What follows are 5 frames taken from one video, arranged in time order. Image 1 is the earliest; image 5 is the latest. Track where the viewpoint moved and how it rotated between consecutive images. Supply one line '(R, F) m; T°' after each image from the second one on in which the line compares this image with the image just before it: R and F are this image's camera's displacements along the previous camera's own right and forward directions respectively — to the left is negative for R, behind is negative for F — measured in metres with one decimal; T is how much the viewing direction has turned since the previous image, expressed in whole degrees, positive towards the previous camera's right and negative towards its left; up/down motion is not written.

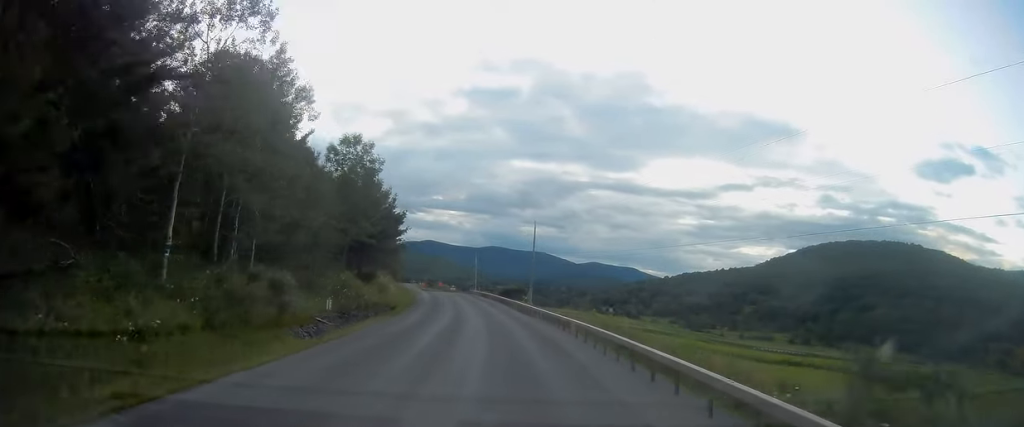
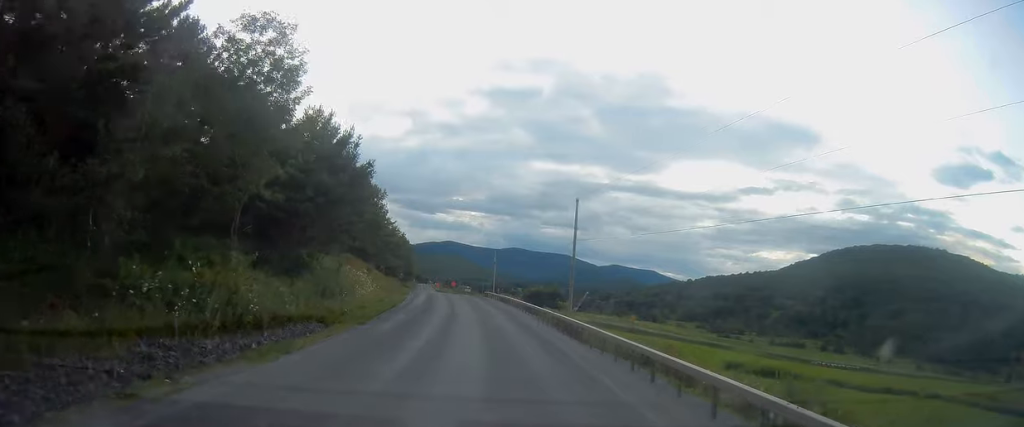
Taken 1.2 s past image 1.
(-0.7, +23.9) m; -2°
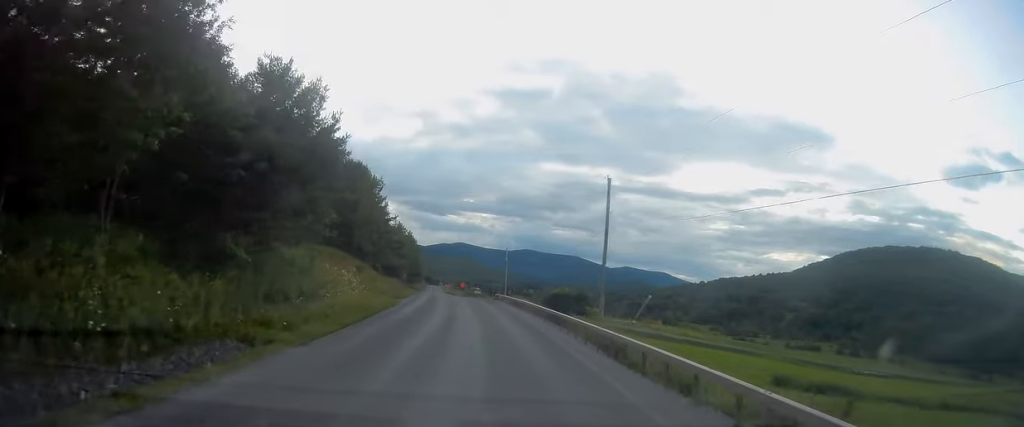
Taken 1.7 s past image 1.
(-0.1, +10.0) m; -1°
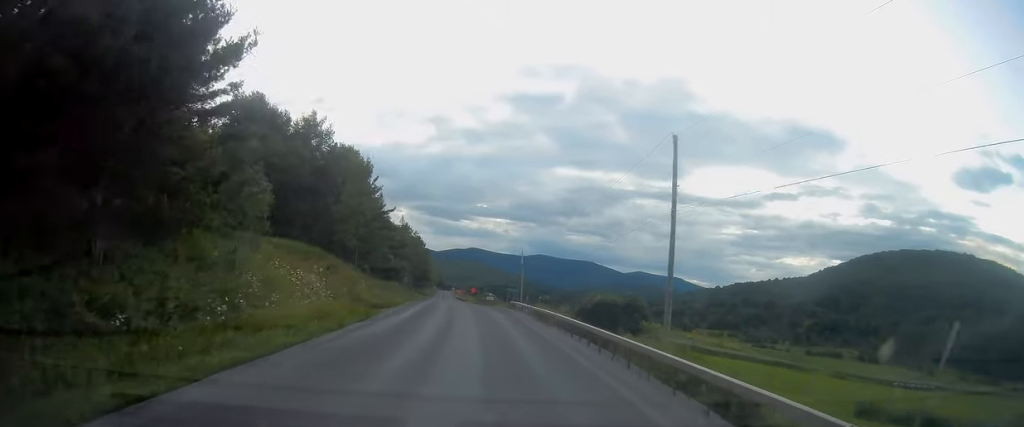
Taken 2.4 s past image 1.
(0.0, +13.3) m; -1°
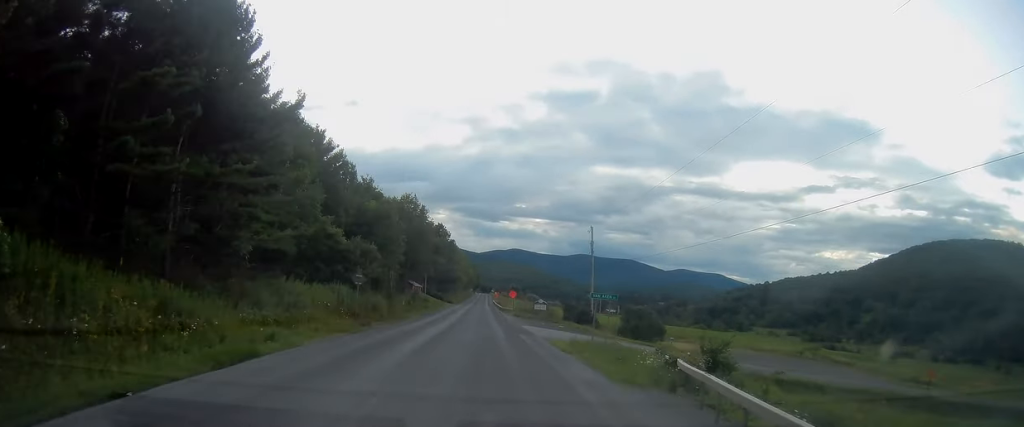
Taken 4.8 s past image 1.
(-1.1, +48.6) m; -2°
